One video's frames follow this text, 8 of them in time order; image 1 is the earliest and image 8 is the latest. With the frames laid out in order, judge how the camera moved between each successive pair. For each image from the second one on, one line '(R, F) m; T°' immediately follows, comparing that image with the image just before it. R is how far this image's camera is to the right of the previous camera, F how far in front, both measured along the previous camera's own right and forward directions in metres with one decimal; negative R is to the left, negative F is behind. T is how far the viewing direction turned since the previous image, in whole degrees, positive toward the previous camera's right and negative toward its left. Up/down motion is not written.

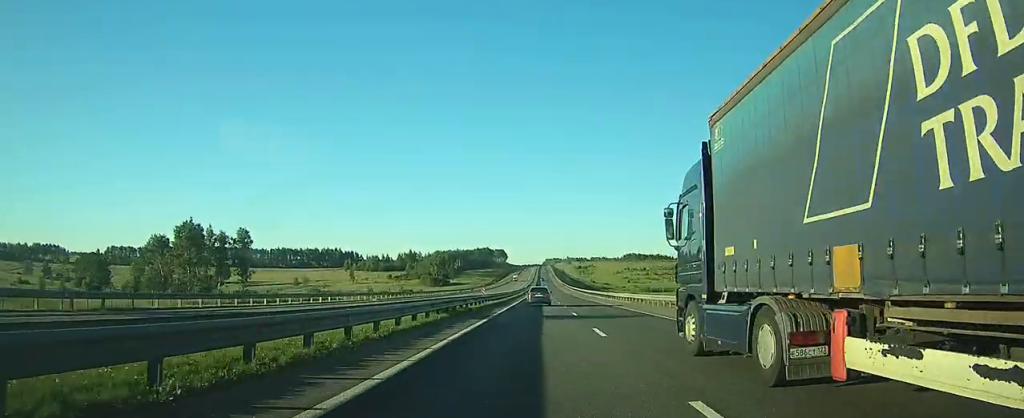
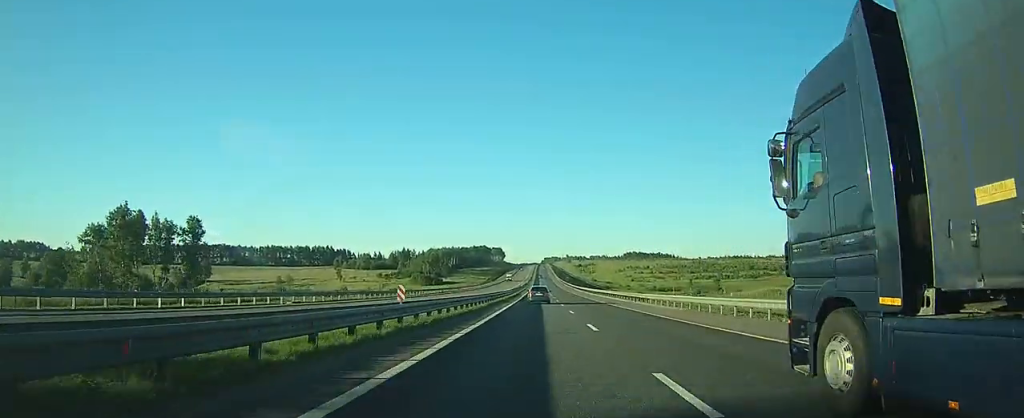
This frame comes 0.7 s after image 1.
(+0.1, +21.4) m; 0°
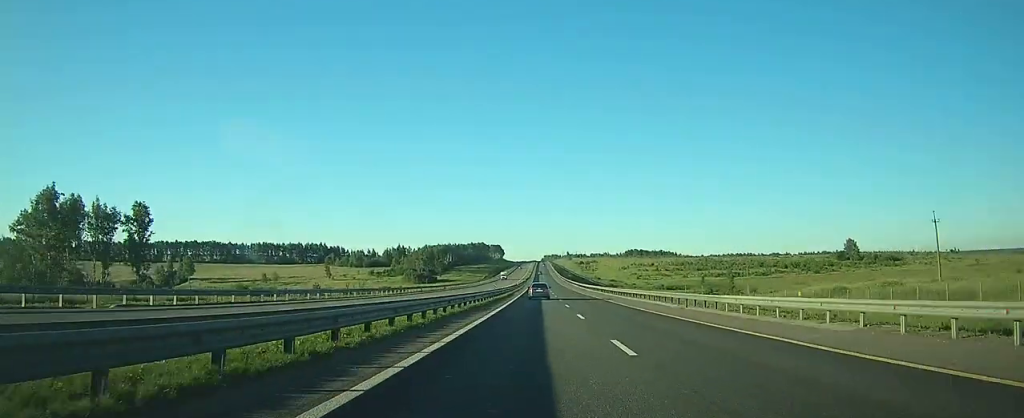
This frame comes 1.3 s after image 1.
(0.0, +18.5) m; 0°
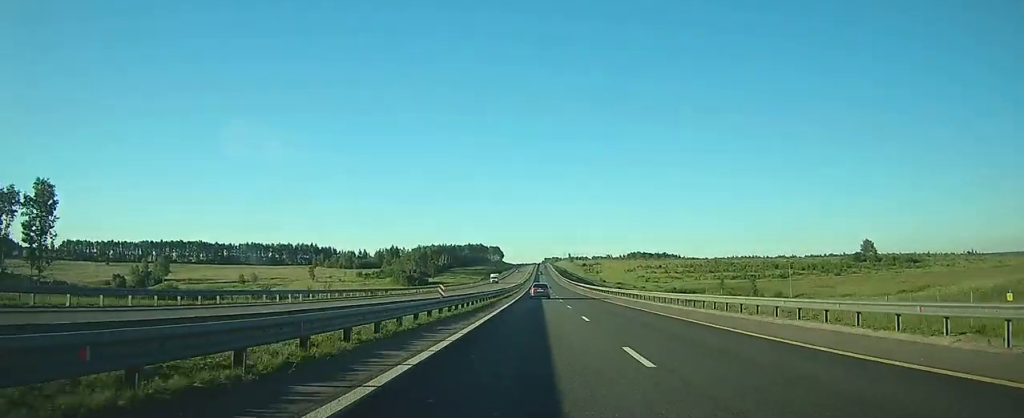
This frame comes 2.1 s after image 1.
(-0.1, +25.0) m; 0°
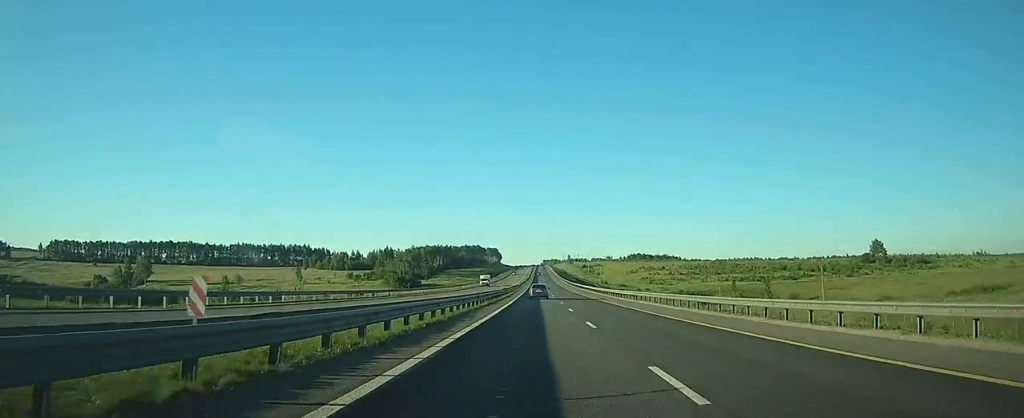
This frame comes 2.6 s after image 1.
(0.0, +14.7) m; 0°
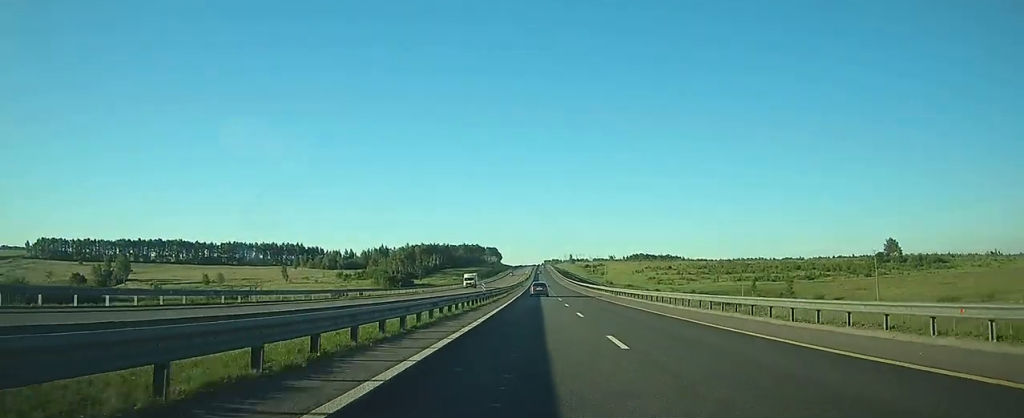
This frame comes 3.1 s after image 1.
(-0.1, +18.1) m; 0°
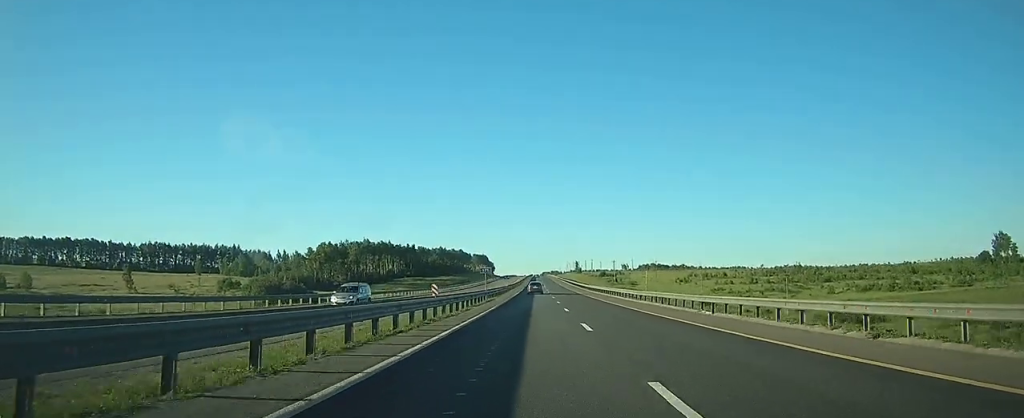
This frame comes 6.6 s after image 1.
(+0.4, +114.1) m; 0°
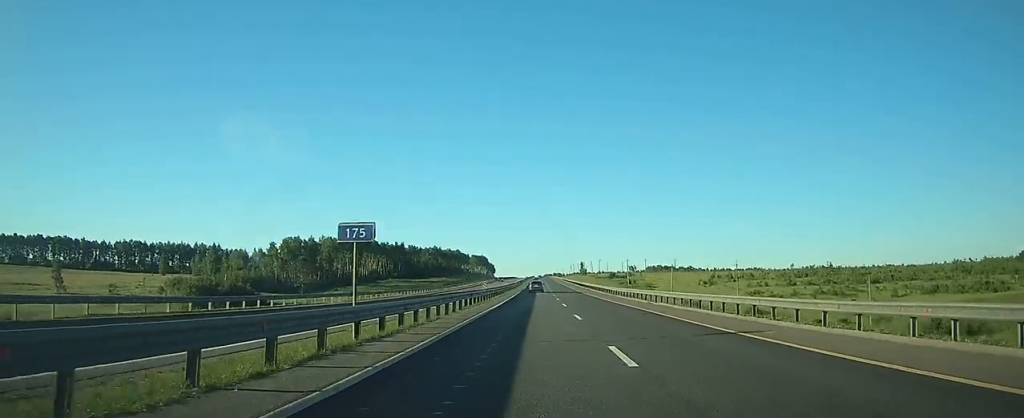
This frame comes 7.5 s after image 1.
(0.0, +31.5) m; 0°
